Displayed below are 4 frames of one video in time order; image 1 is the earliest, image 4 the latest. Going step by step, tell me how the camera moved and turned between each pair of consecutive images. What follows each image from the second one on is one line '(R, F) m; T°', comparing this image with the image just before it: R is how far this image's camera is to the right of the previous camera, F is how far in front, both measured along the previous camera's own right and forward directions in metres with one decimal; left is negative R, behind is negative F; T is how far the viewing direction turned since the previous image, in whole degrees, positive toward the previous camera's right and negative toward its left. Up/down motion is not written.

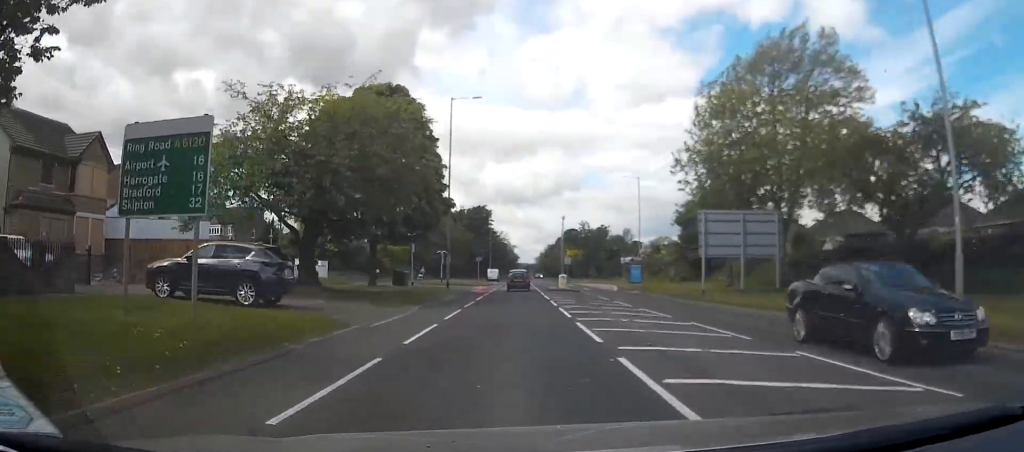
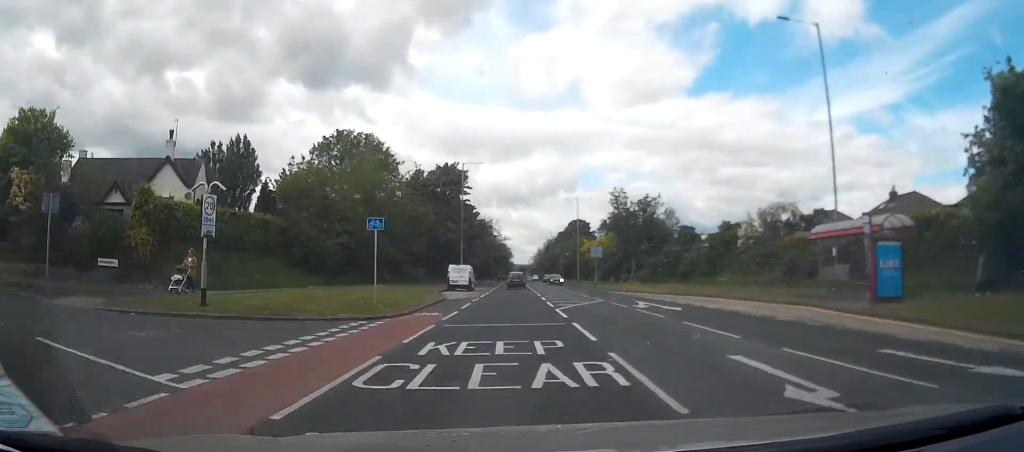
(+1.8, +44.8) m; +4°
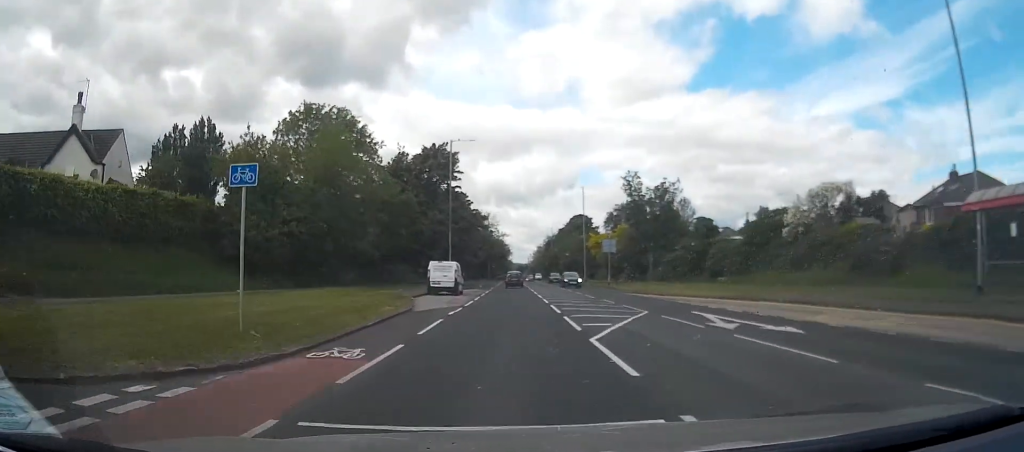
(+0.1, +9.6) m; 0°
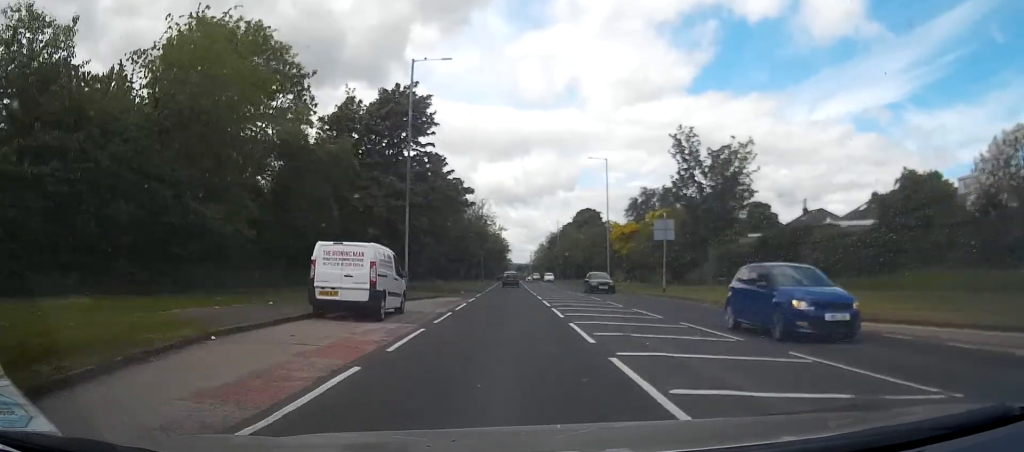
(-0.2, +20.4) m; 0°
